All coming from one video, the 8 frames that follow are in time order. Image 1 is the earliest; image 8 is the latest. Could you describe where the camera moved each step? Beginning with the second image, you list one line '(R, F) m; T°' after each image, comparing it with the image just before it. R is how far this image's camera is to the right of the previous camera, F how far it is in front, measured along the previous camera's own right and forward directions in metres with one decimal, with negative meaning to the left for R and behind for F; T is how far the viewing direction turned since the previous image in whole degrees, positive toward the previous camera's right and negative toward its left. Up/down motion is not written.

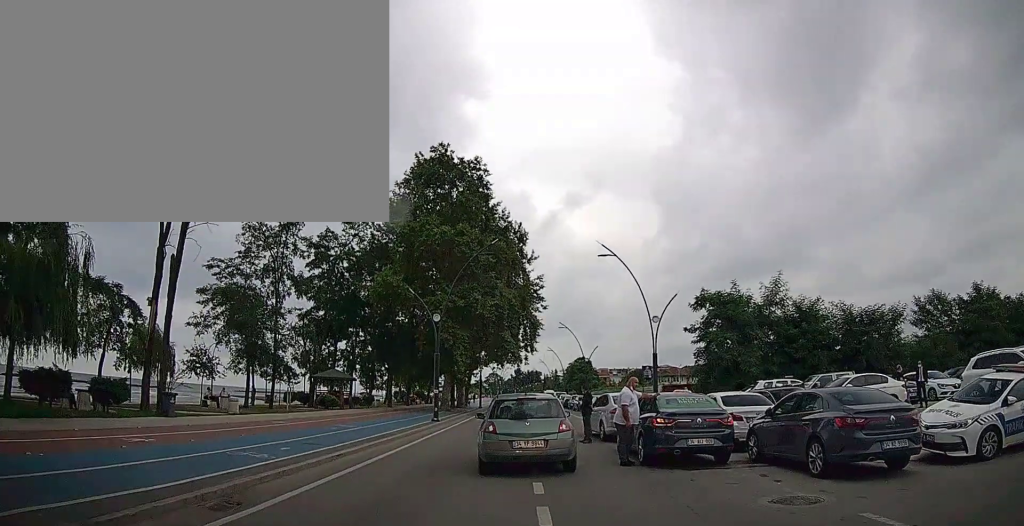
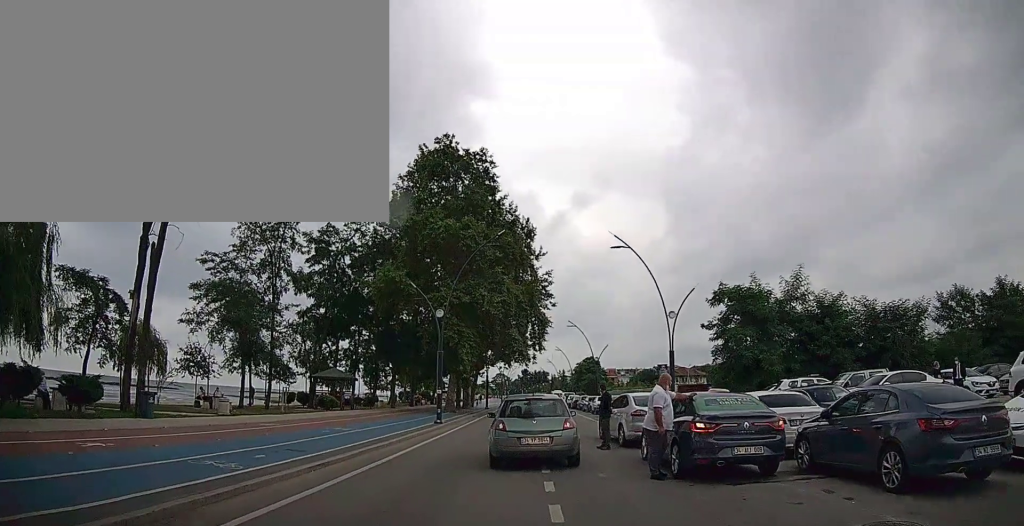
(+0.1, +2.0) m; +1°
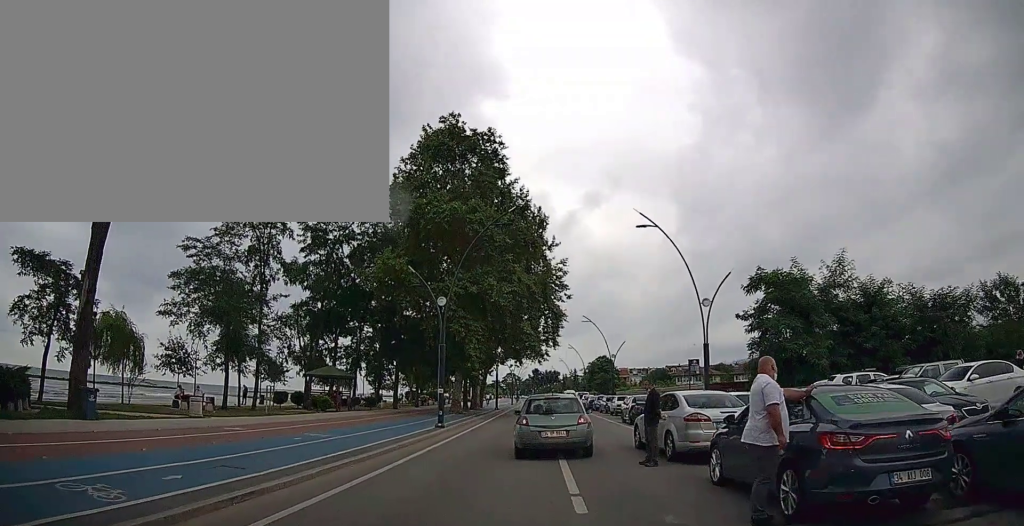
(+0.1, +3.5) m; -1°
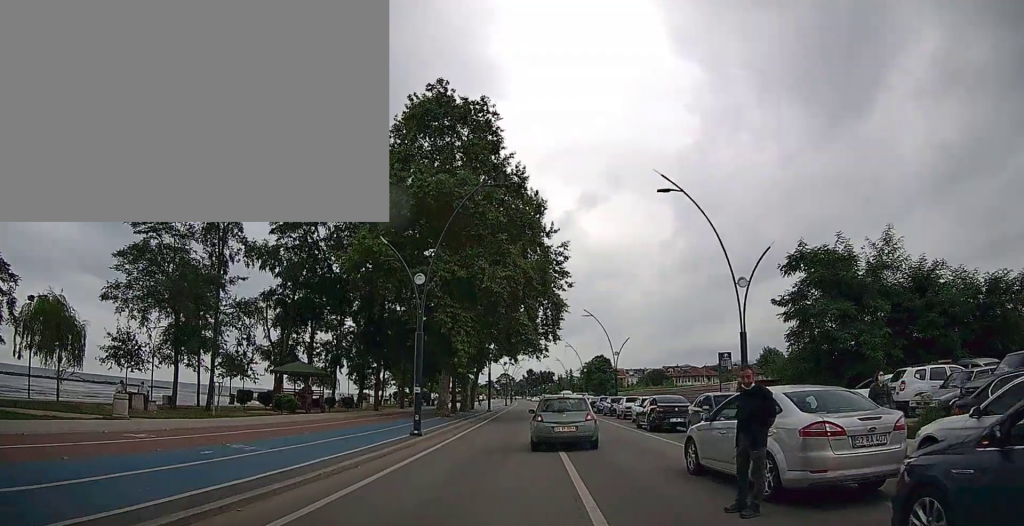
(-0.2, +4.4) m; -2°
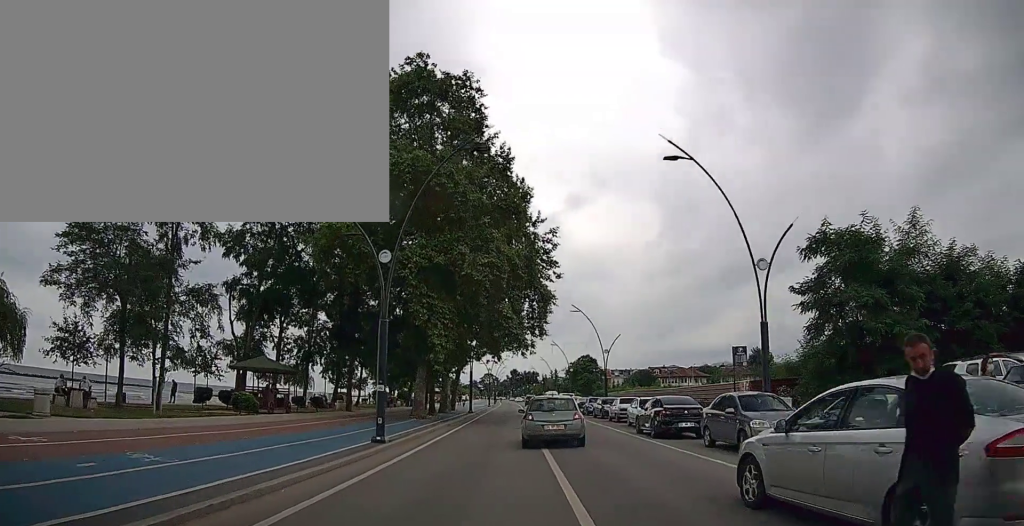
(0.0, +2.9) m; 0°
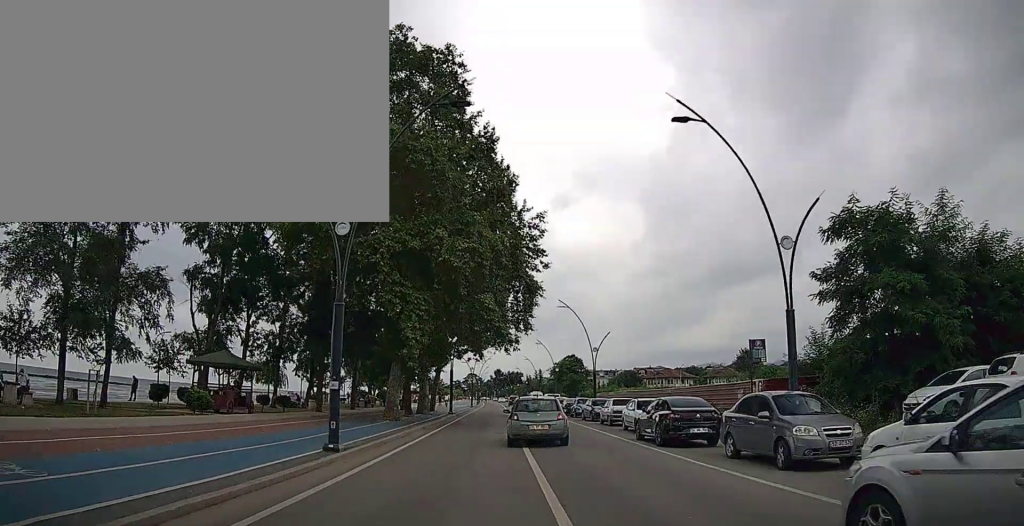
(0.0, +2.6) m; 0°
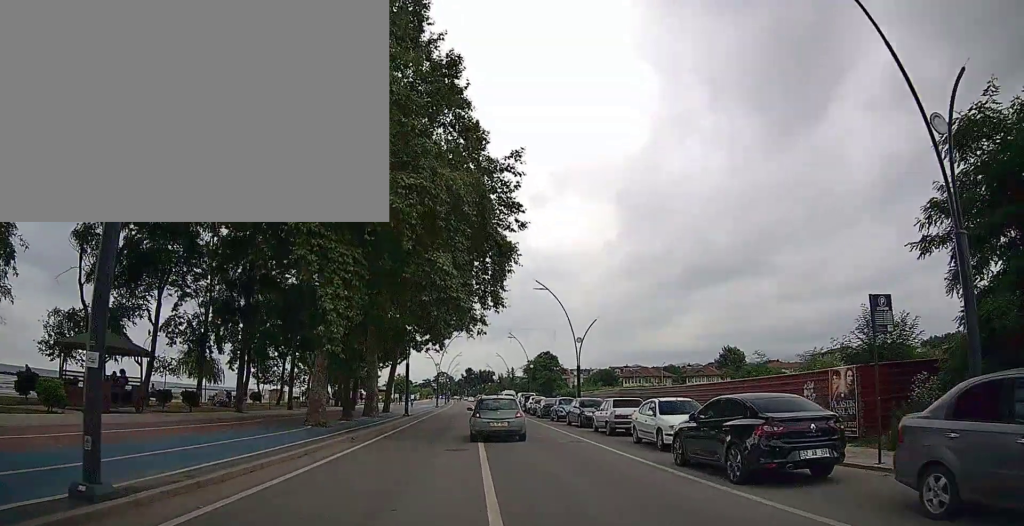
(0.0, +7.4) m; +1°
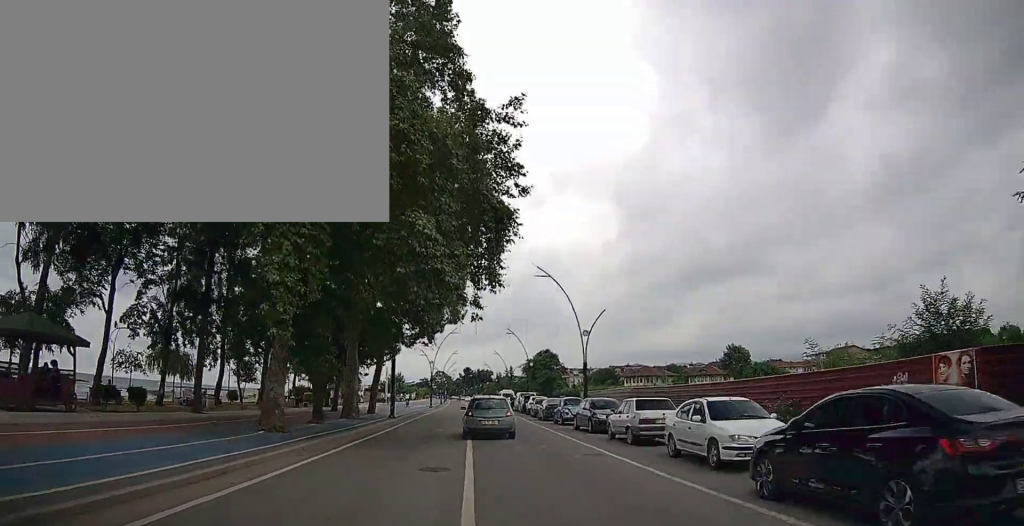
(0.0, +4.4) m; +1°
